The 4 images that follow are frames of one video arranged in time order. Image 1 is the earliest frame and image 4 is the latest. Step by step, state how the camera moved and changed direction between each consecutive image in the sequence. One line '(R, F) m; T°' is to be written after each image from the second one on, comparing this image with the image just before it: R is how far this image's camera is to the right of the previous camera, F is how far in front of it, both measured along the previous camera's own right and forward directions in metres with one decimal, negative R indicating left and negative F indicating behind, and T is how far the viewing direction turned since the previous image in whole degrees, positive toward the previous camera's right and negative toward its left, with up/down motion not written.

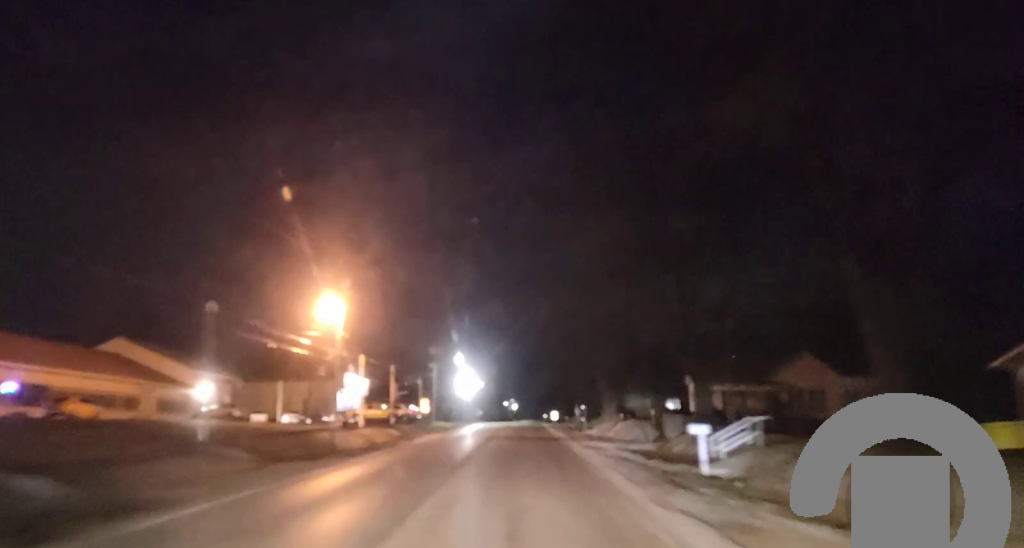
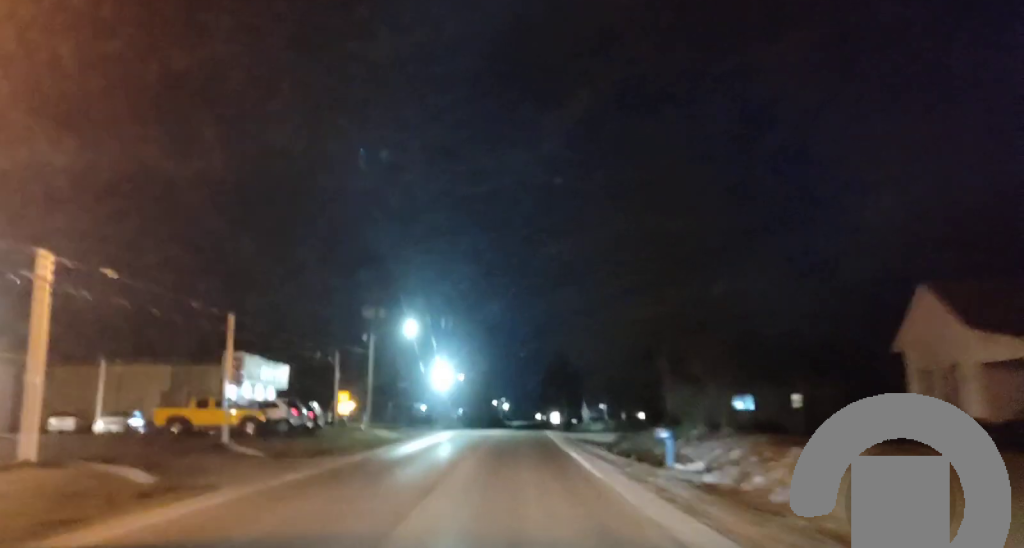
(+0.4, +37.3) m; +1°
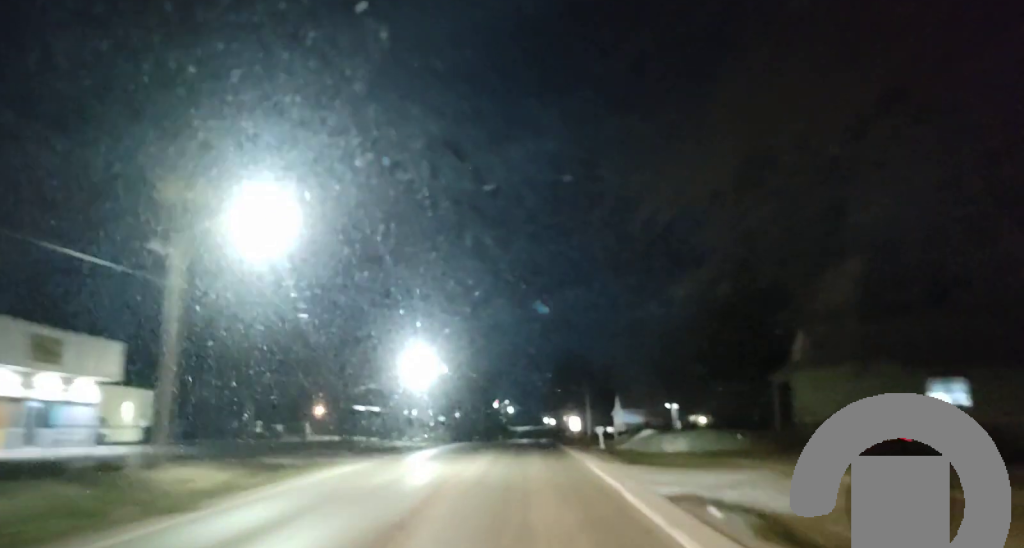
(-0.5, +33.2) m; -1°
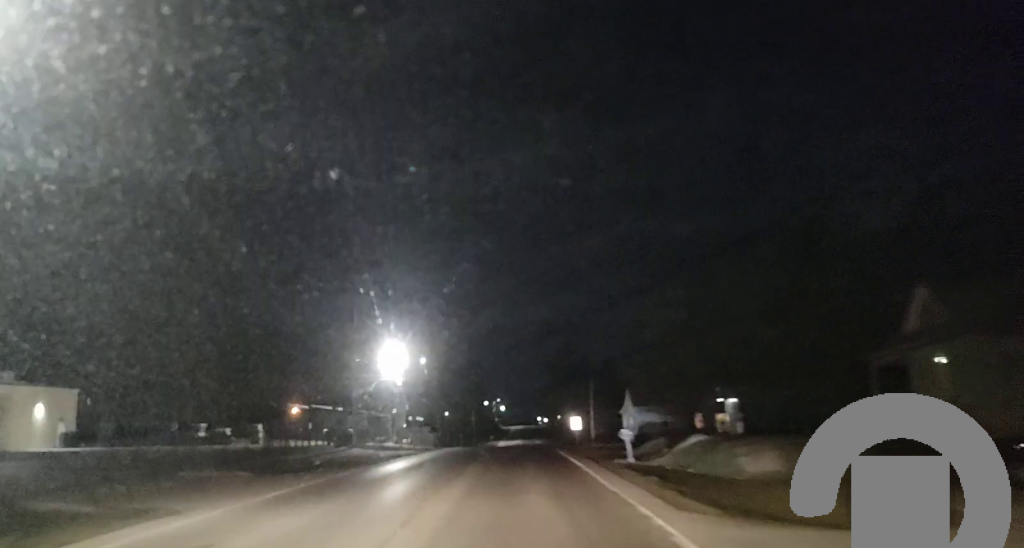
(+0.1, +14.4) m; +1°
